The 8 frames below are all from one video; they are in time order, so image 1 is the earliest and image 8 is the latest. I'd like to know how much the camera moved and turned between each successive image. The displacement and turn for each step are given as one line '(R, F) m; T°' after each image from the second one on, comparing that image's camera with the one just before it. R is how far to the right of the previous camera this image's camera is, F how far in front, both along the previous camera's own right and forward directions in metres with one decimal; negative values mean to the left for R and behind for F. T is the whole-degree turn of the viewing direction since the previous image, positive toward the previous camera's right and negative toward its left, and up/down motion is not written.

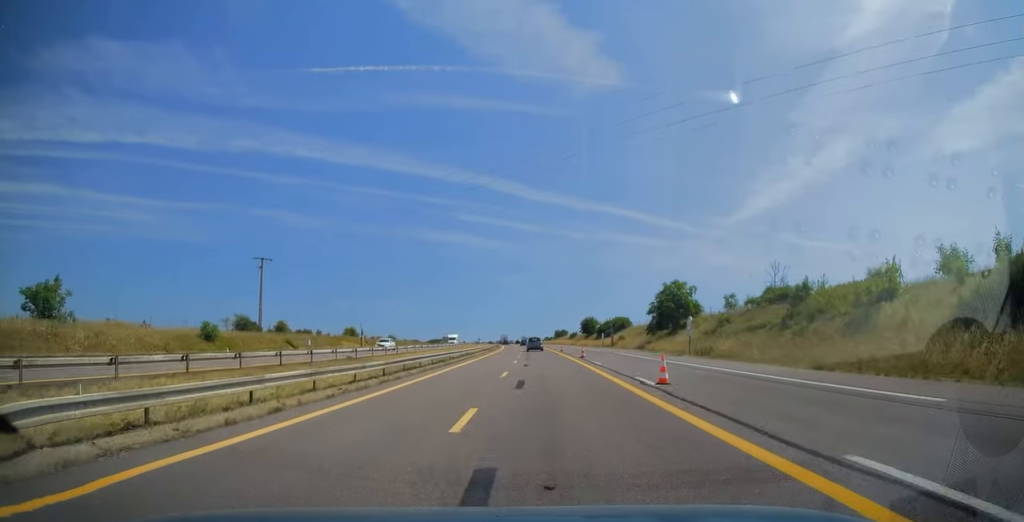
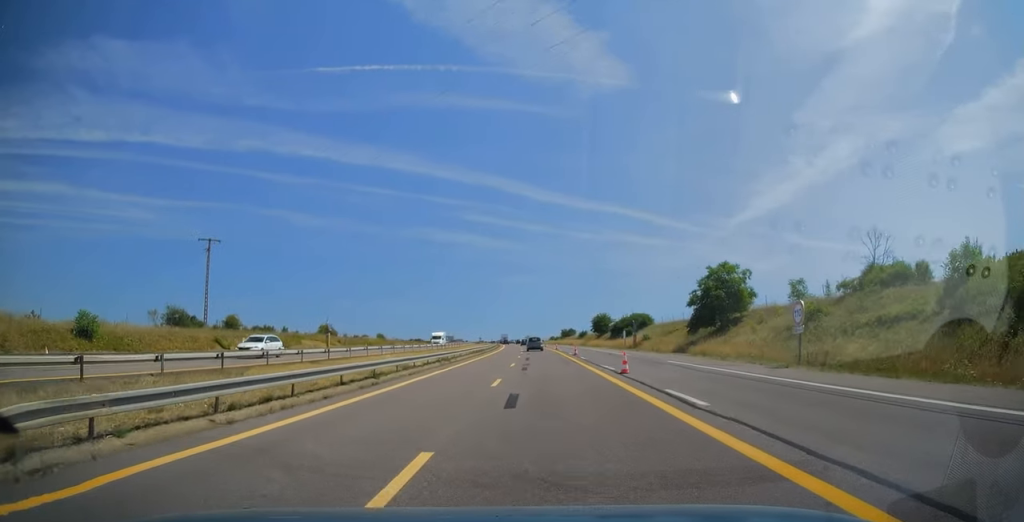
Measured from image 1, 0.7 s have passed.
(-0.1, +17.6) m; -1°
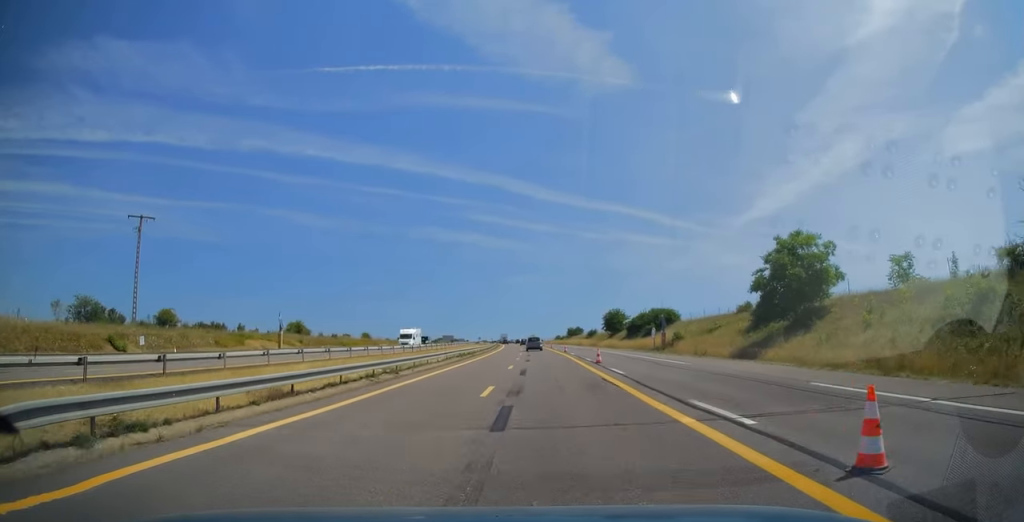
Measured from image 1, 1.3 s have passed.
(-0.2, +15.9) m; -1°
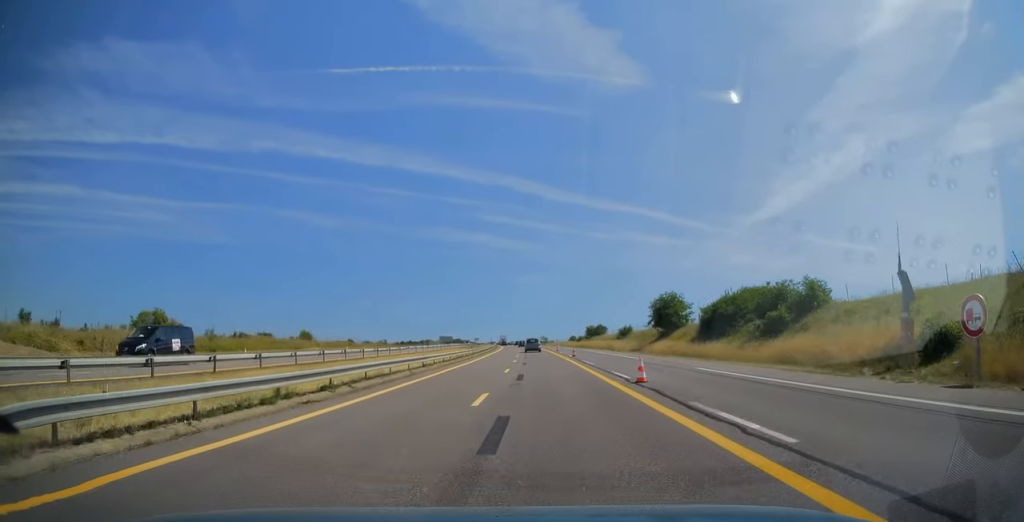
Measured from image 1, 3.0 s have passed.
(-0.1, +40.8) m; -1°
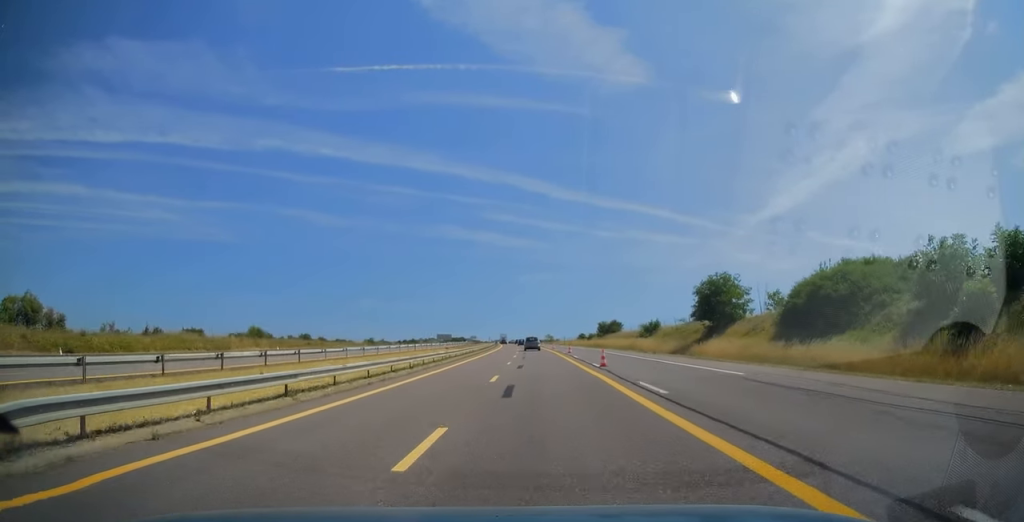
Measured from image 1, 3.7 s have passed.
(-0.1, +19.3) m; -1°
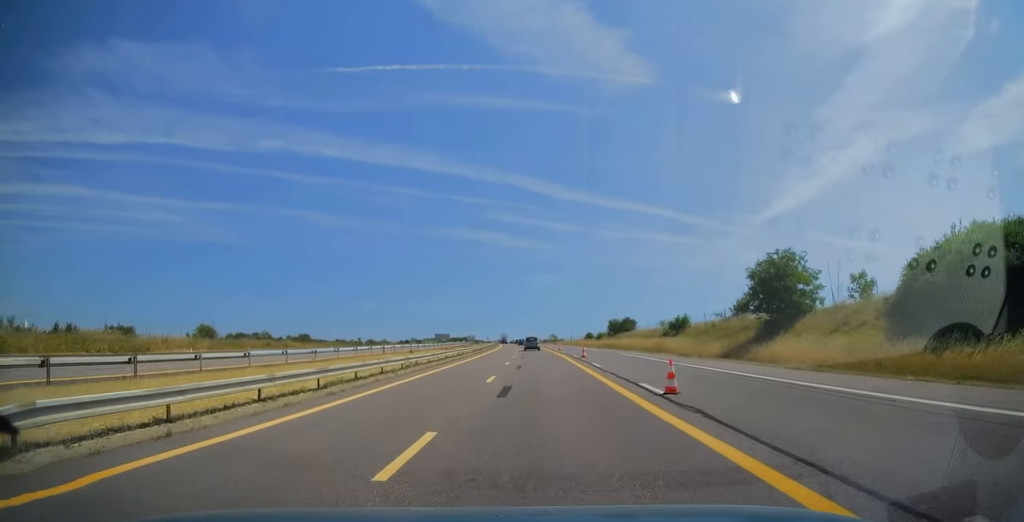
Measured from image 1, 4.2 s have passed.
(-0.1, +13.5) m; -1°
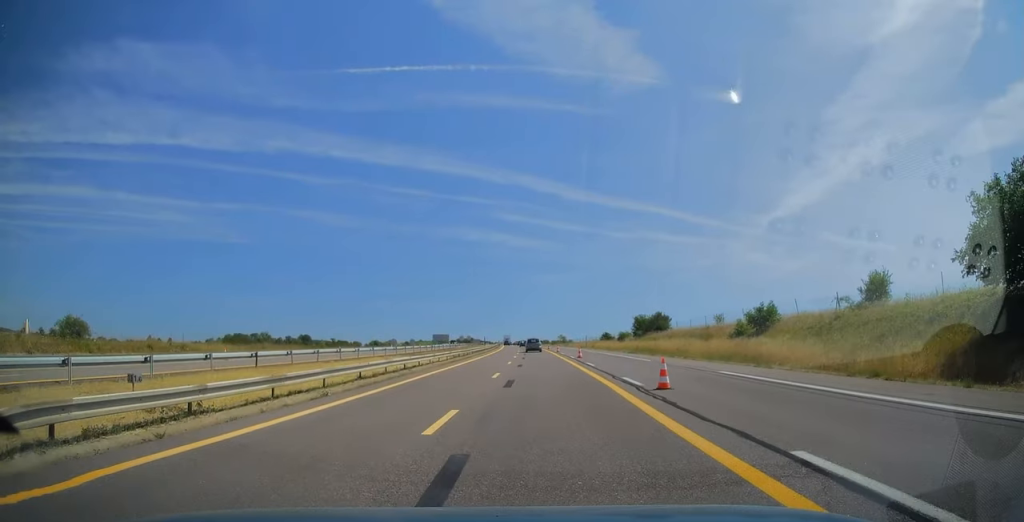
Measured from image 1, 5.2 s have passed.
(-0.1, +23.3) m; 0°
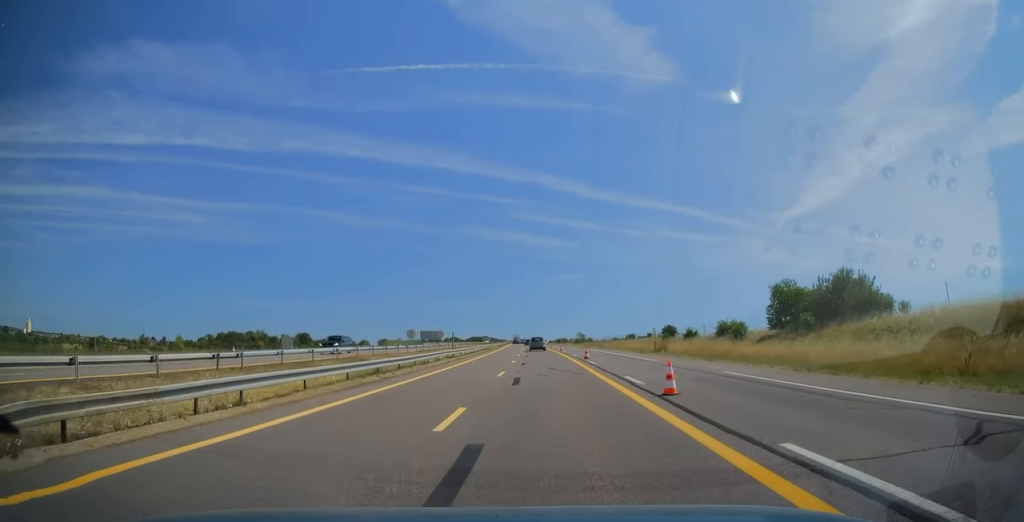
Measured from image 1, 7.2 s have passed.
(-0.8, +51.9) m; -2°
